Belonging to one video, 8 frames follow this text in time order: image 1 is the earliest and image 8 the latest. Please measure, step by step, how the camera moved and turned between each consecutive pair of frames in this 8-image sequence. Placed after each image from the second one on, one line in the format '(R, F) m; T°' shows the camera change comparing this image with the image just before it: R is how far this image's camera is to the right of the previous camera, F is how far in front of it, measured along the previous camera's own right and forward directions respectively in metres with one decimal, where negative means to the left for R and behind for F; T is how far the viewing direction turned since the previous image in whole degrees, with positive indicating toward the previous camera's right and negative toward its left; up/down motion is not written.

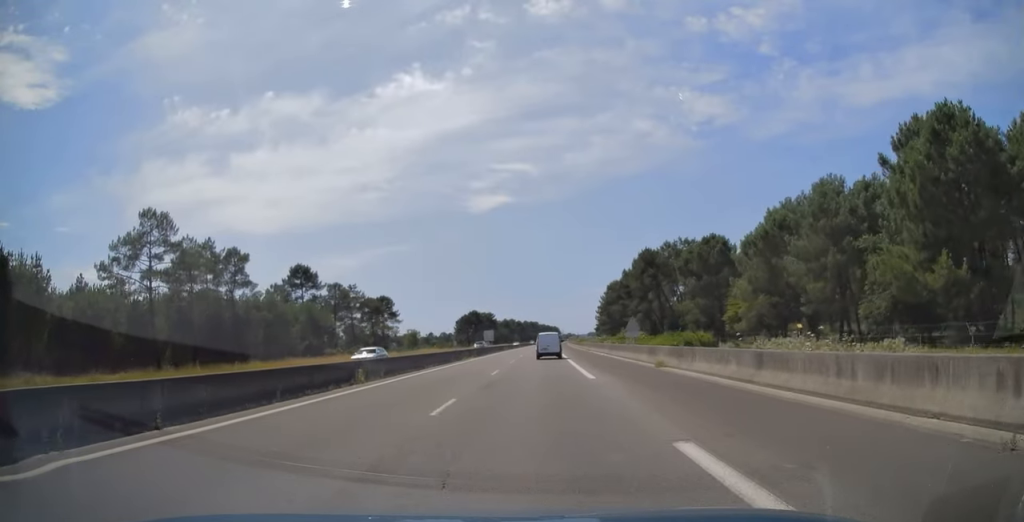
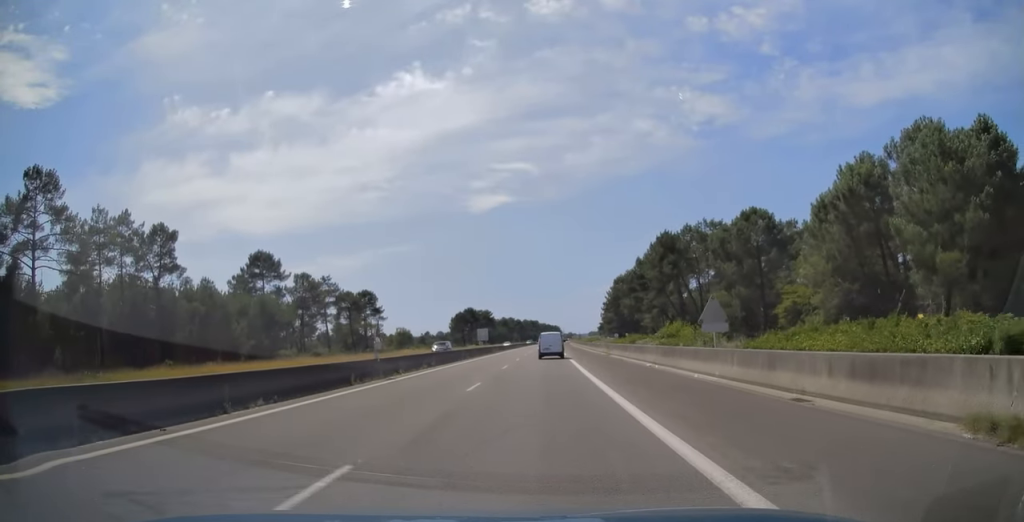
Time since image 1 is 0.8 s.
(+0.1, +20.5) m; 0°
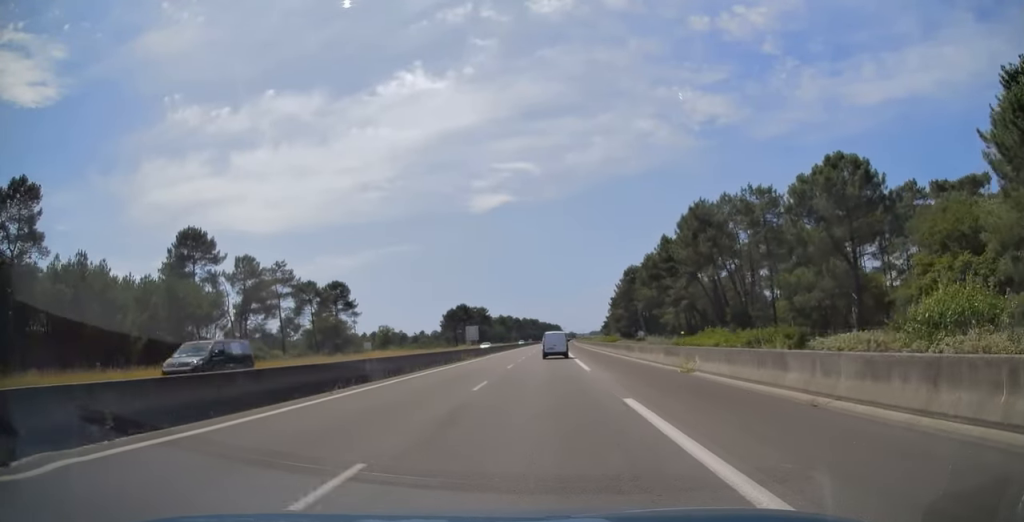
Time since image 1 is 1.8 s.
(-0.4, +25.8) m; 0°
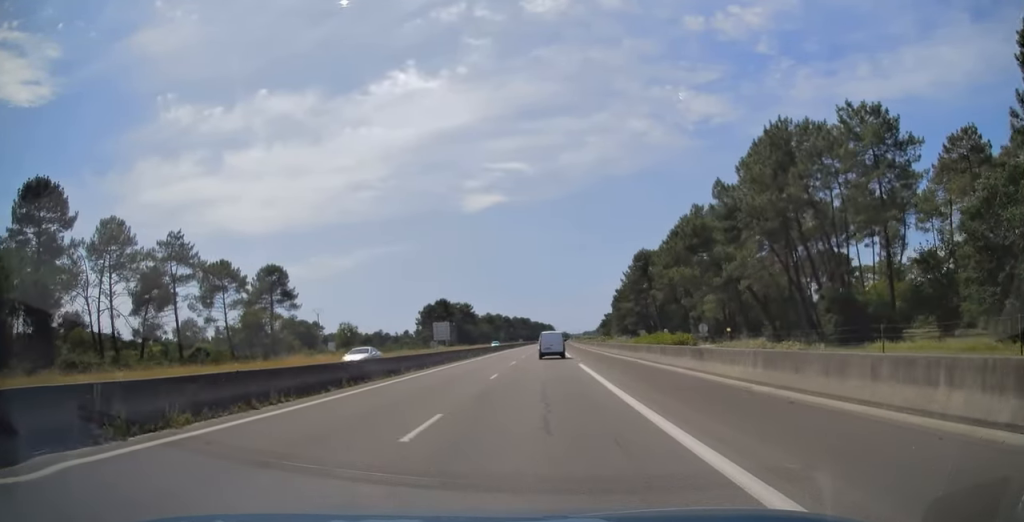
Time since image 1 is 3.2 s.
(+0.4, +34.2) m; +1°
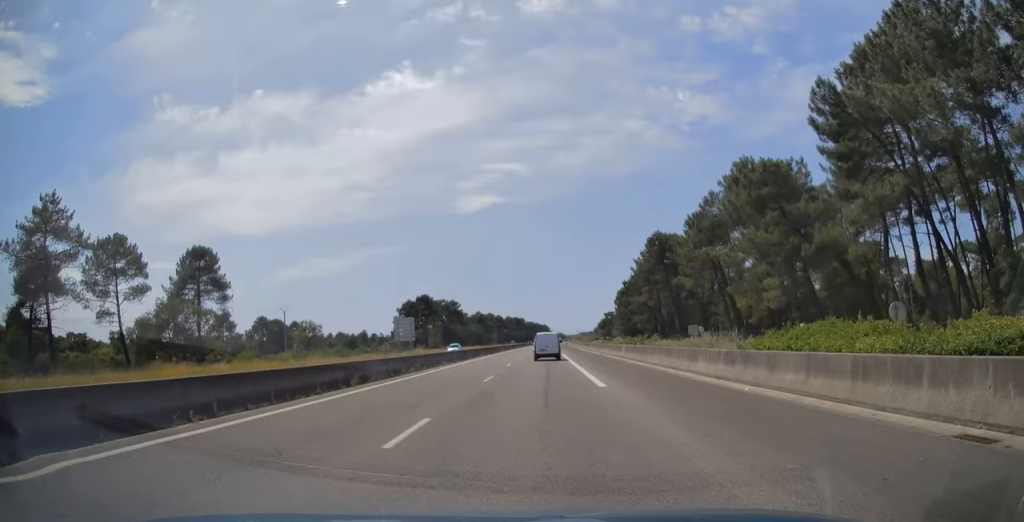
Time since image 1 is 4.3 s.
(+0.1, +26.3) m; -1°
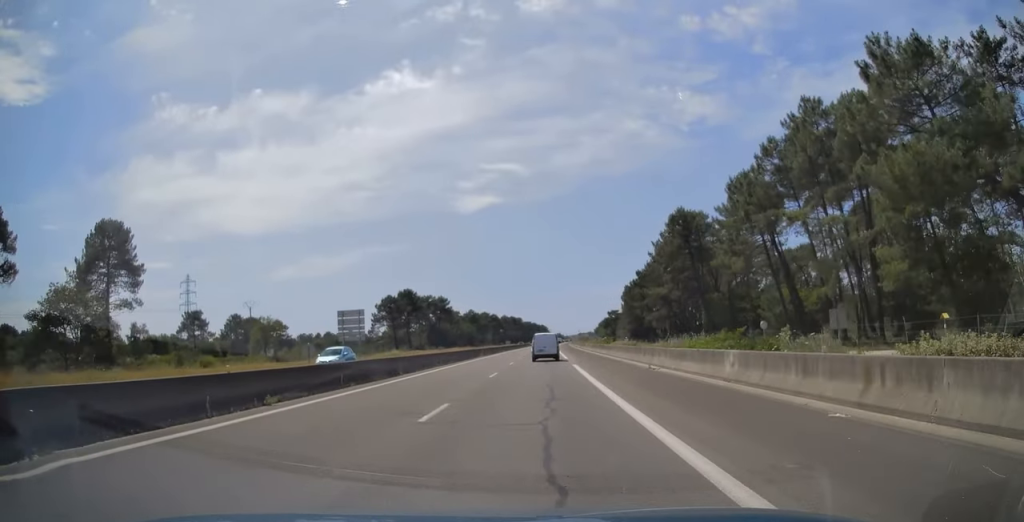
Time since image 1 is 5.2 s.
(-0.3, +23.3) m; 0°
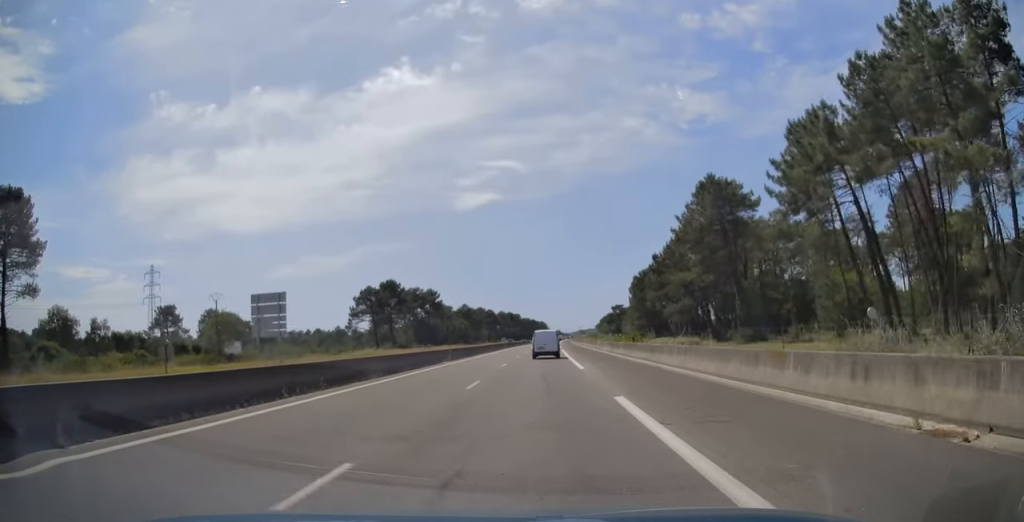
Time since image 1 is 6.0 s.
(+0.1, +19.6) m; +1°
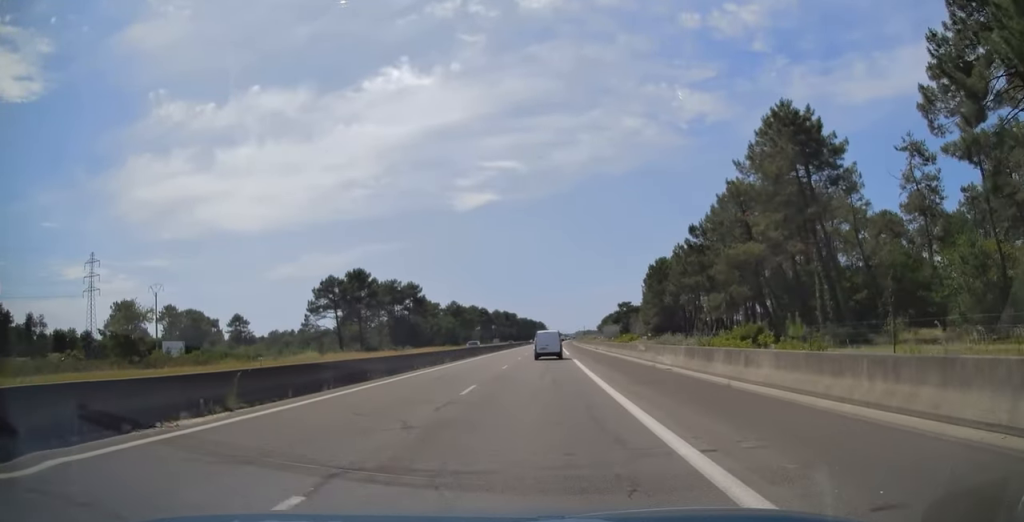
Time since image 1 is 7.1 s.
(+0.5, +27.5) m; +1°
